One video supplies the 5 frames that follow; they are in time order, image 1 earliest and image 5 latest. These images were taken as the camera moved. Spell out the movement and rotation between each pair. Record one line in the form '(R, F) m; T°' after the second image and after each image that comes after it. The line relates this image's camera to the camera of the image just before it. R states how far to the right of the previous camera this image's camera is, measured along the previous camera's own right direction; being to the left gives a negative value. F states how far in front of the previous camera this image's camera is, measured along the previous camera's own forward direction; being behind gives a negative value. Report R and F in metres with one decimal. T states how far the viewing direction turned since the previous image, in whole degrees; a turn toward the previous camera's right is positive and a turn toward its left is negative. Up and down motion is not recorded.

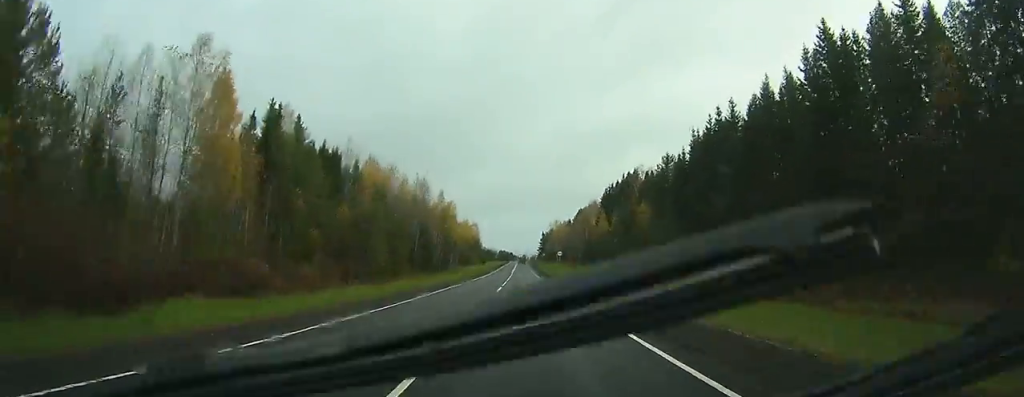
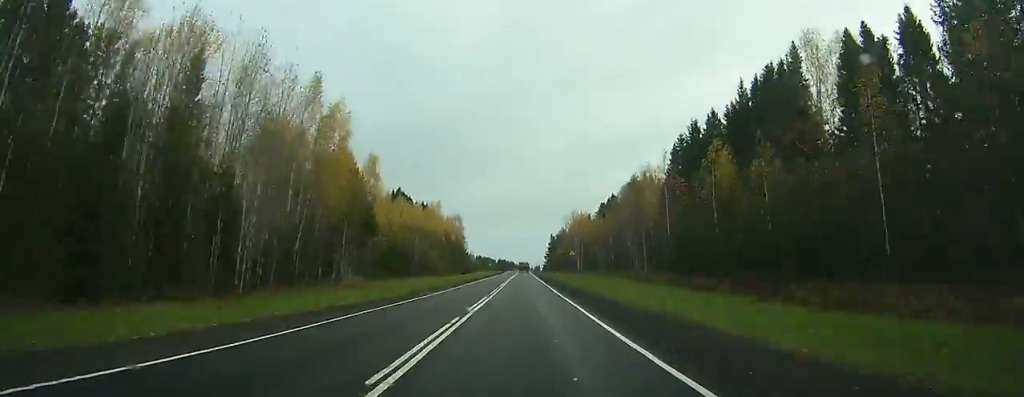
(-0.2, +84.3) m; 0°
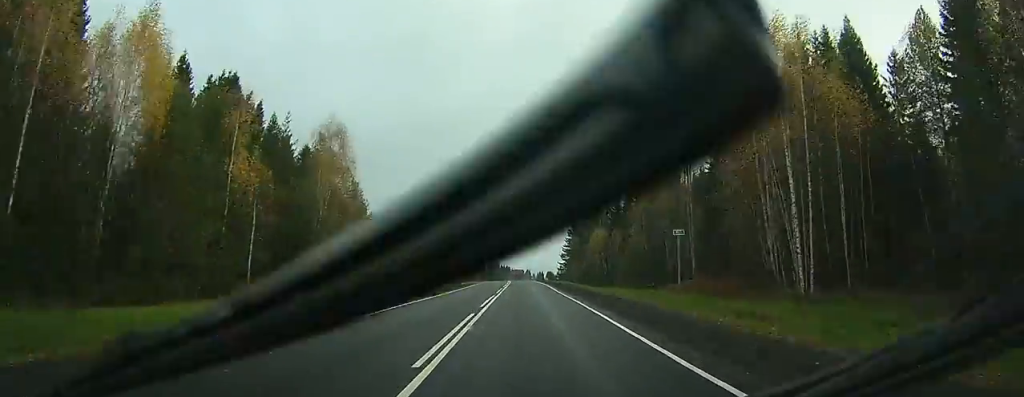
(+0.2, +131.2) m; +1°
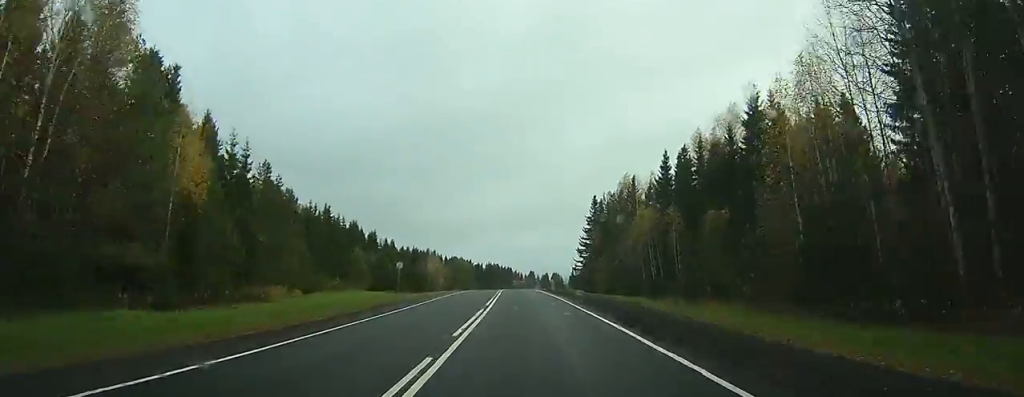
(+0.3, +43.6) m; 0°
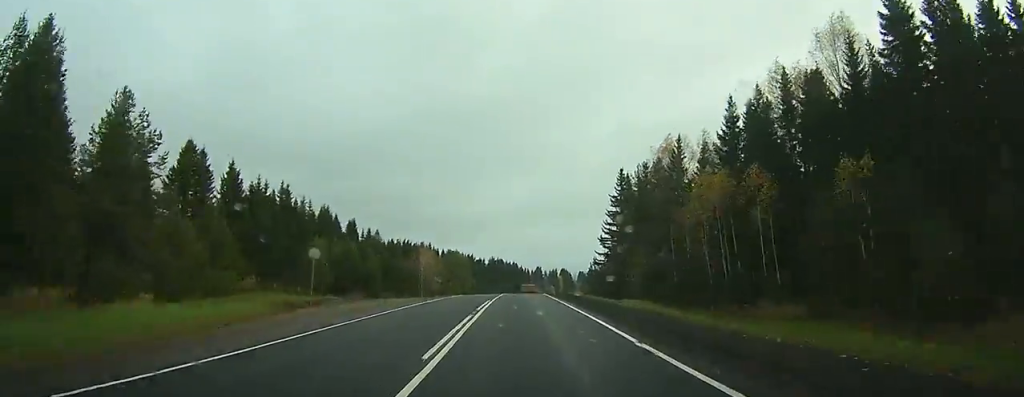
(-0.1, +27.1) m; 0°
